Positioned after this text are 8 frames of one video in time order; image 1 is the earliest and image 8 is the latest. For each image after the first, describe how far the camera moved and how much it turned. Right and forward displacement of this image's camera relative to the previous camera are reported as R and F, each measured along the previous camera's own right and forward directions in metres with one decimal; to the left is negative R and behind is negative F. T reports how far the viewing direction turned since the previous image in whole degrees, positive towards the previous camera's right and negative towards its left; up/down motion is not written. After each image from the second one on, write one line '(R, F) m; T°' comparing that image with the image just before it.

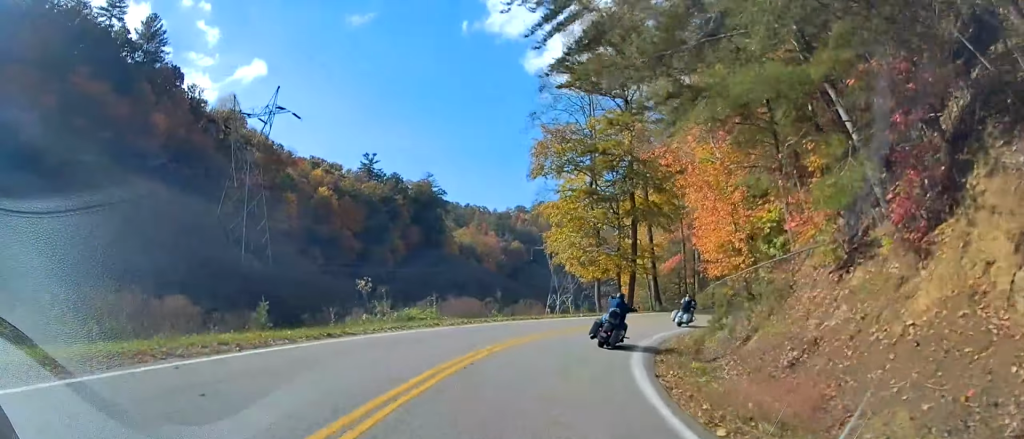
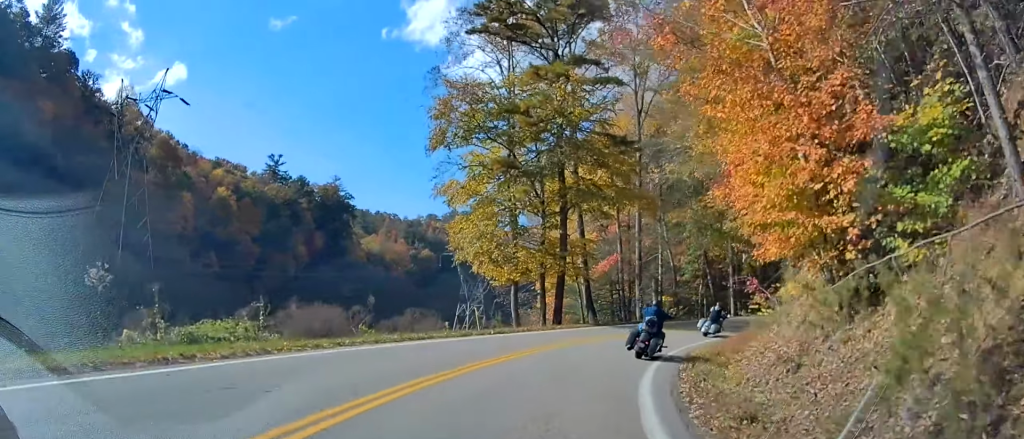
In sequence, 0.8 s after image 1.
(+0.4, +11.9) m; +6°
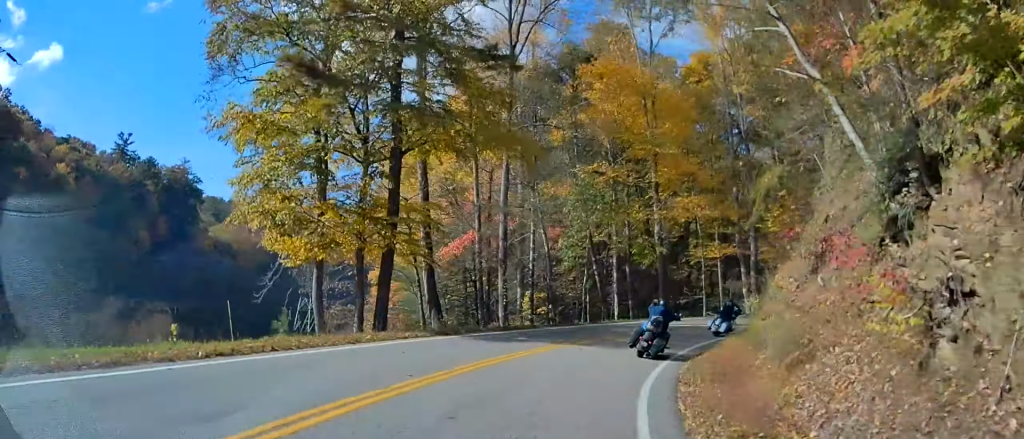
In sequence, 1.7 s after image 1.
(+0.8, +13.4) m; +11°
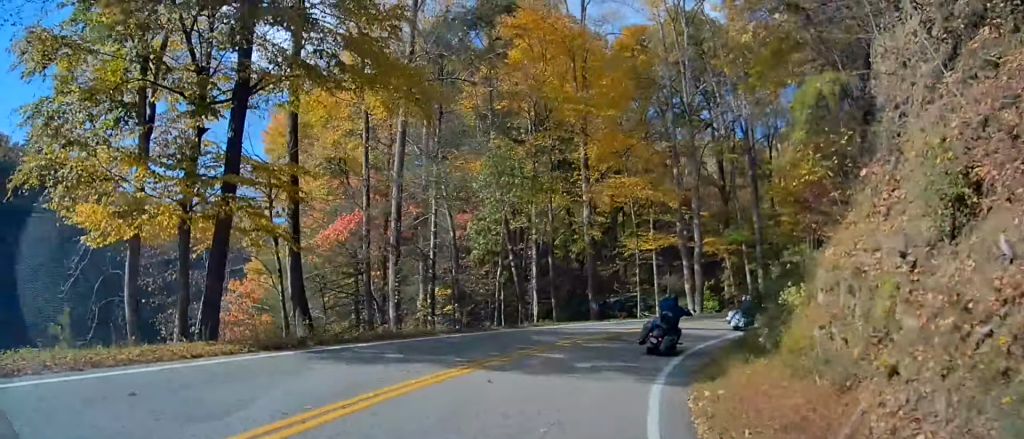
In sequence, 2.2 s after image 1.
(+0.4, +7.8) m; +9°
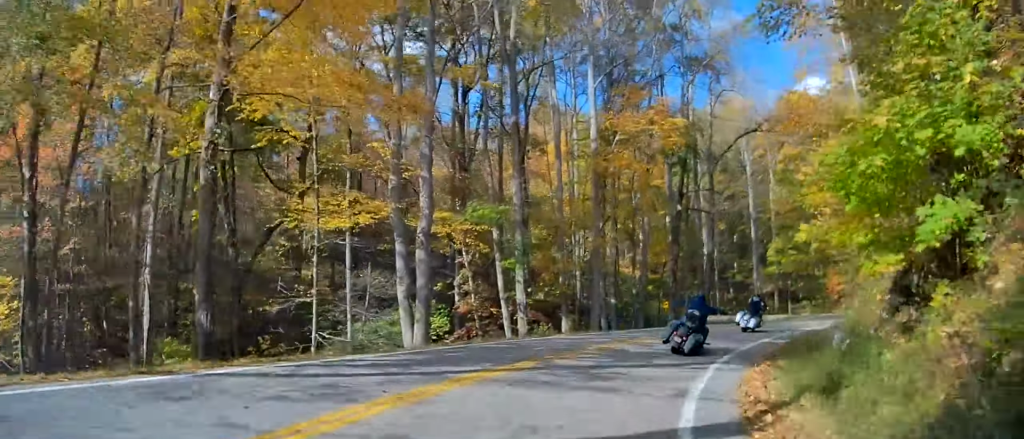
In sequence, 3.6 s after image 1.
(+4.1, +20.0) m; +20°
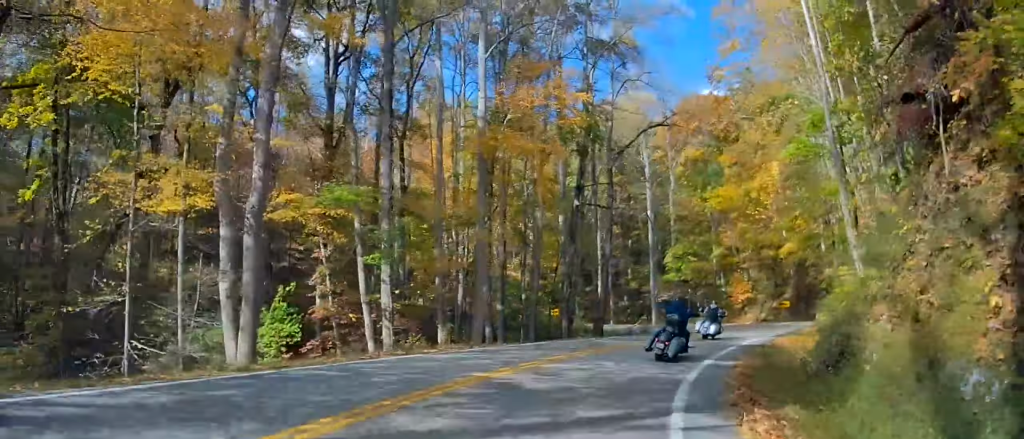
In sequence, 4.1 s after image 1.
(+0.1, +6.2) m; +5°
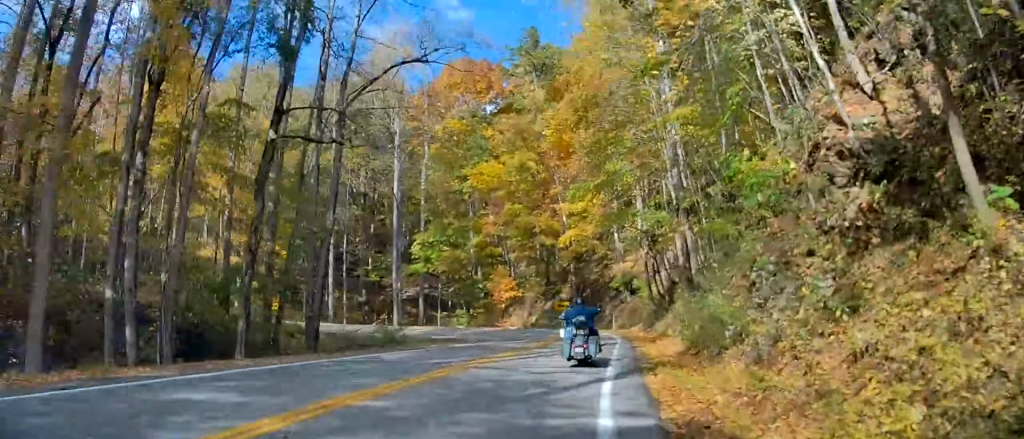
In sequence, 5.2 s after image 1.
(+2.2, +16.5) m; +16°
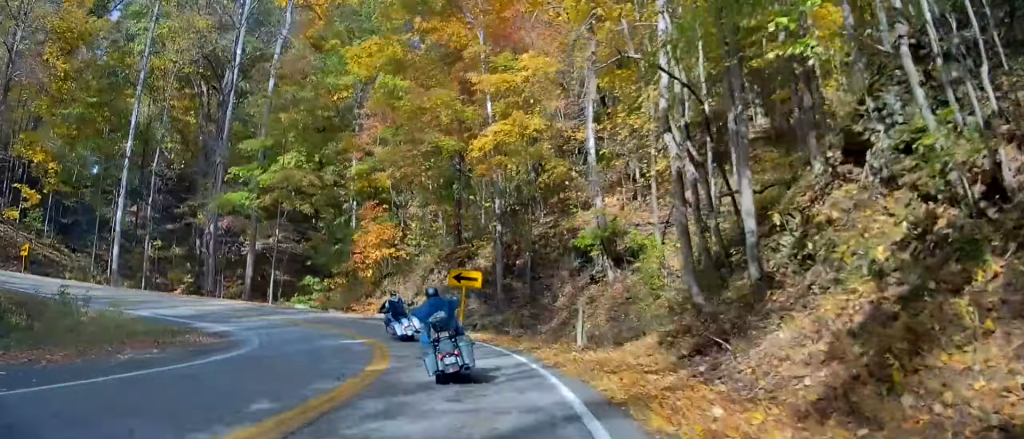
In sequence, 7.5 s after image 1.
(+5.7, +29.3) m; +12°
